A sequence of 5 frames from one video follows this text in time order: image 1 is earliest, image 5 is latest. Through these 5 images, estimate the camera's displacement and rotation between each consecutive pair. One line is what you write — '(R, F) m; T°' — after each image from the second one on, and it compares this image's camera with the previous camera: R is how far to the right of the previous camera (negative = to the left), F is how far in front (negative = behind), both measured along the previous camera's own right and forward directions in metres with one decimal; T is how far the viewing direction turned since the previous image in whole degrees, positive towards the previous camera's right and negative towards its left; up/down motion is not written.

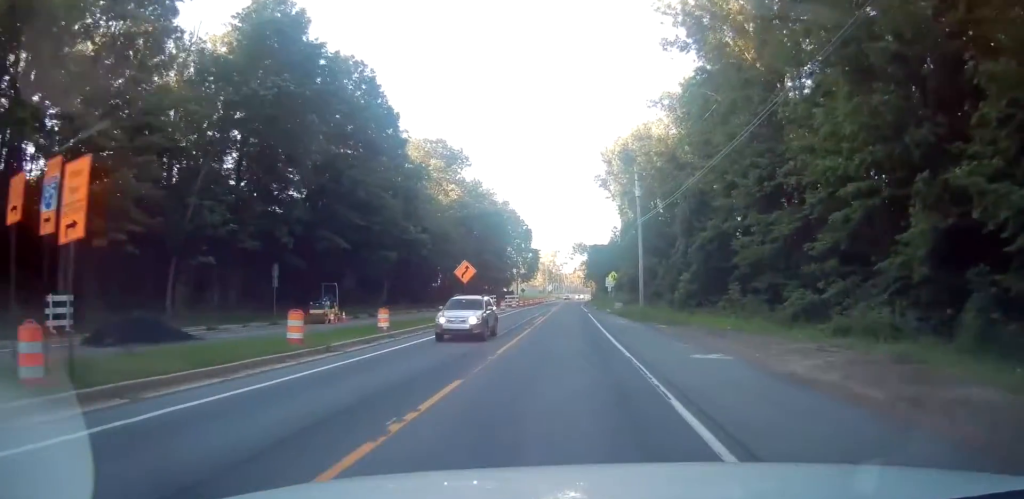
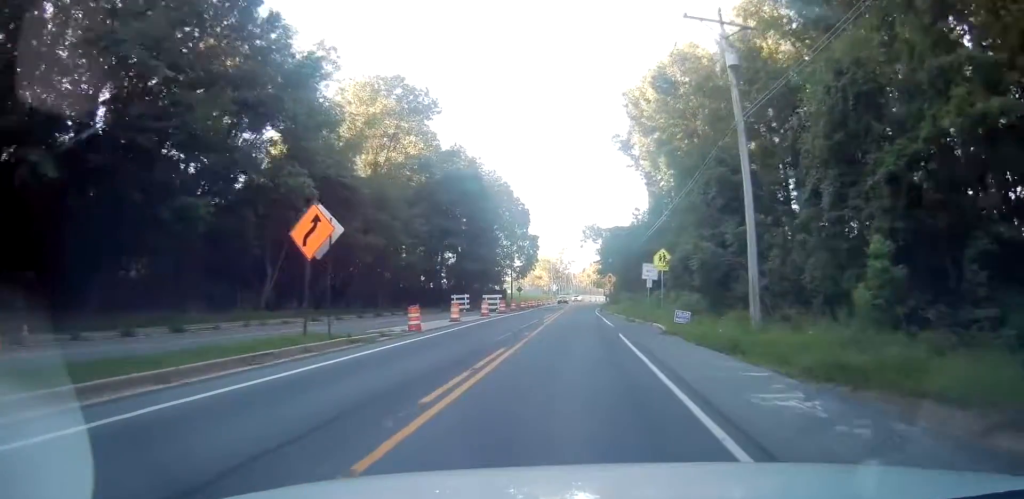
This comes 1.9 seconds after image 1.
(0.0, +26.9) m; 0°
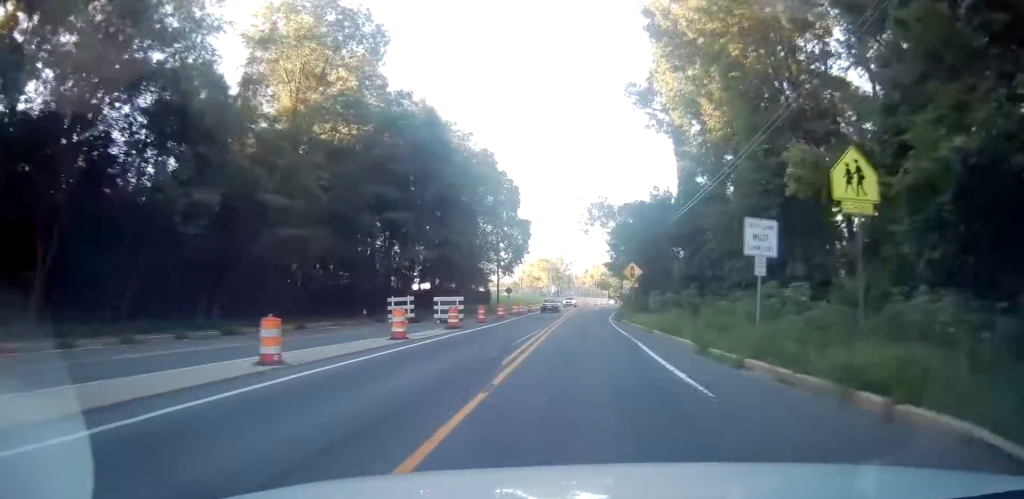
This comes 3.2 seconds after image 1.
(0.0, +20.0) m; 0°
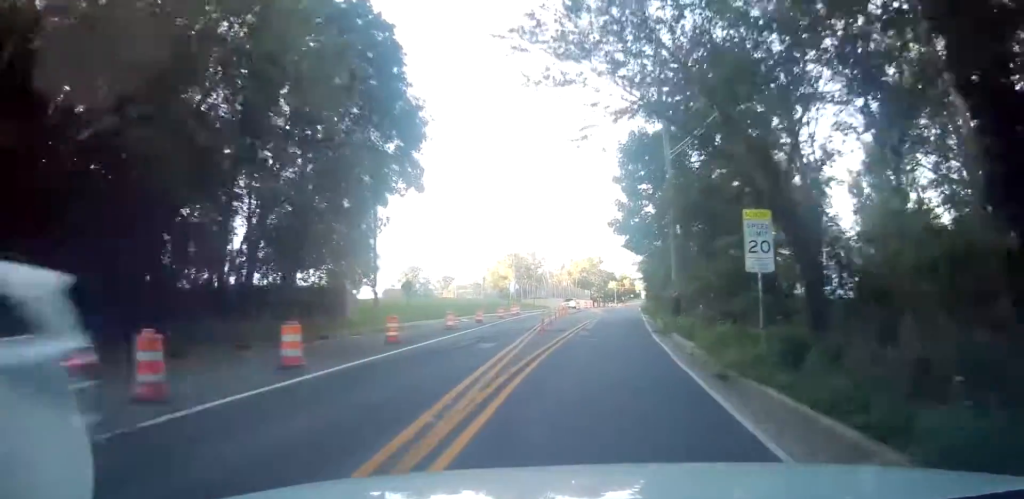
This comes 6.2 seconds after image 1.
(-0.1, +43.4) m; 0°
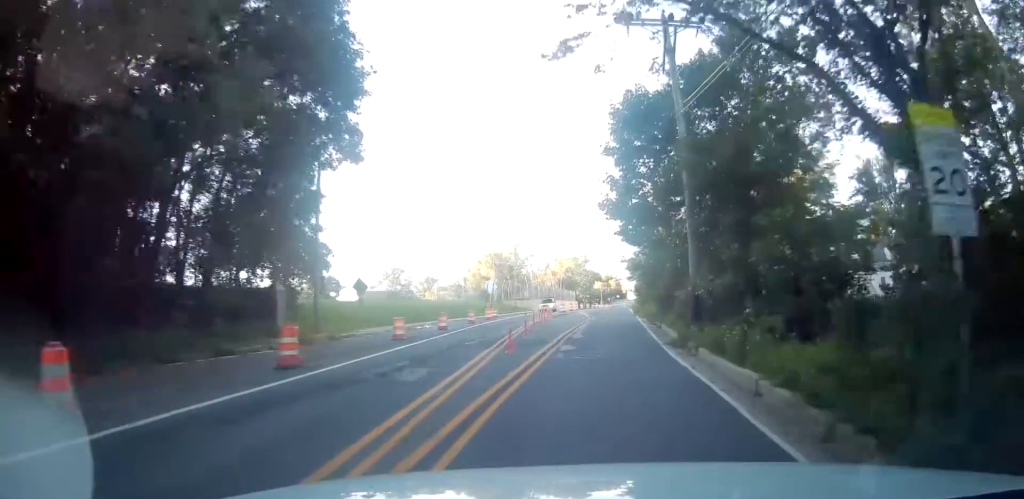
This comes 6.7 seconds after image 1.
(0.0, +6.7) m; +1°
